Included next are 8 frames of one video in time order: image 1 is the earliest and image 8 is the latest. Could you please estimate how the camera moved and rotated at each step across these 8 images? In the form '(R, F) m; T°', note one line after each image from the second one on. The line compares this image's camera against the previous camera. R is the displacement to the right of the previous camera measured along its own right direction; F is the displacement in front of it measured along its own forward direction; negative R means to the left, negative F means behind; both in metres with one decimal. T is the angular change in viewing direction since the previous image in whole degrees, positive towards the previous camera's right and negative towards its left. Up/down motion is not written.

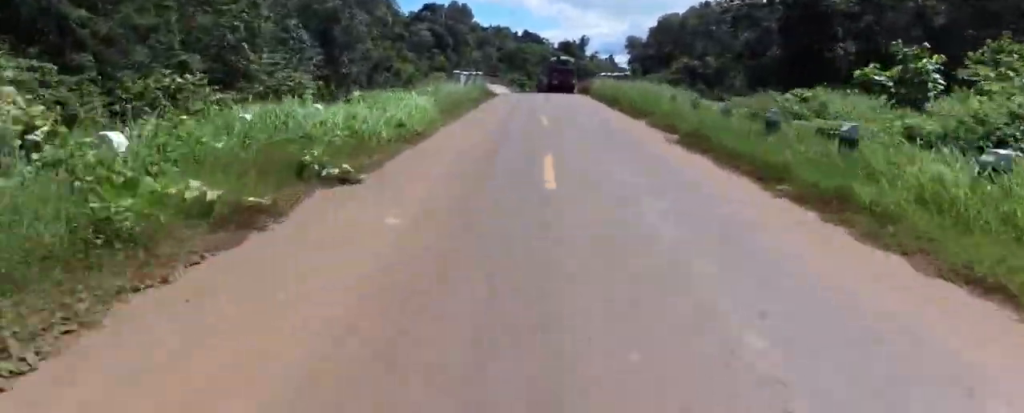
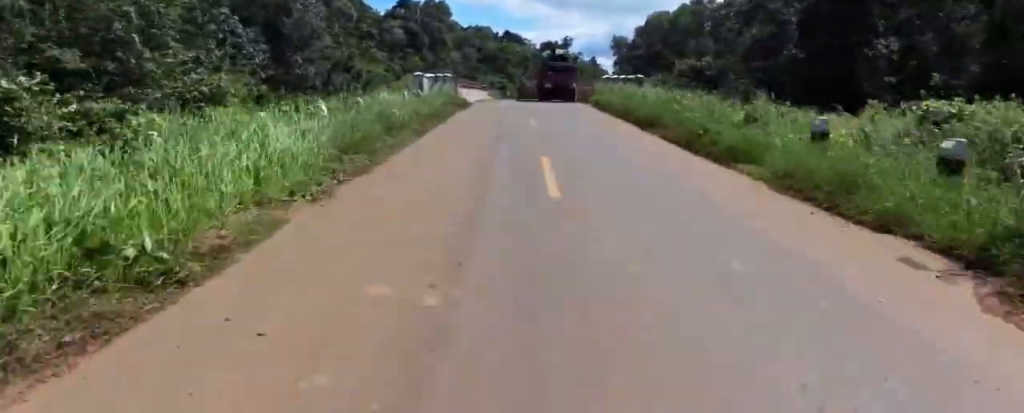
(-0.2, +7.9) m; -1°
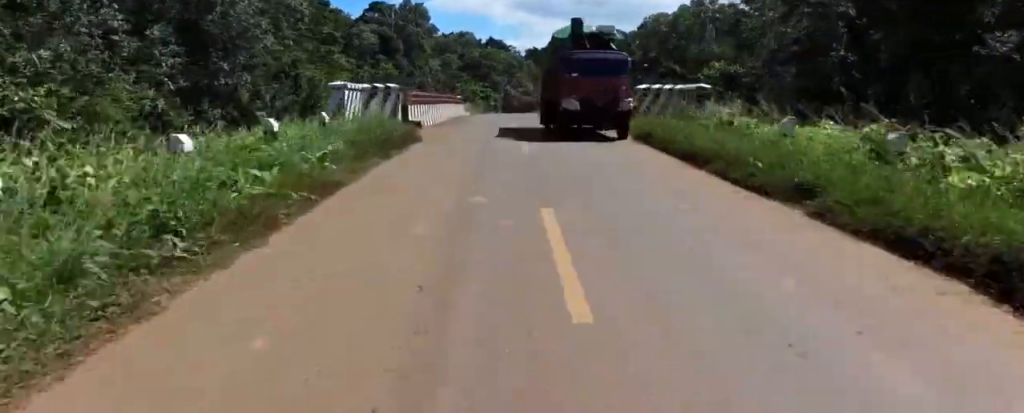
(-0.5, +11.2) m; +1°
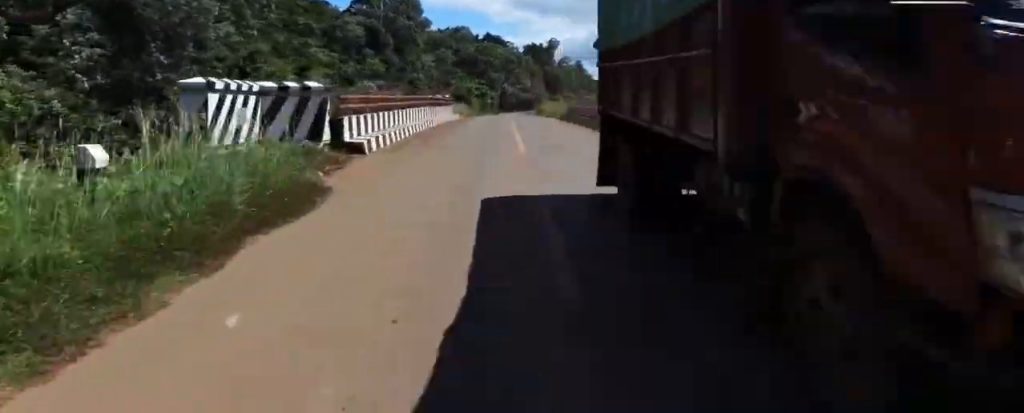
(+0.4, +7.3) m; +2°
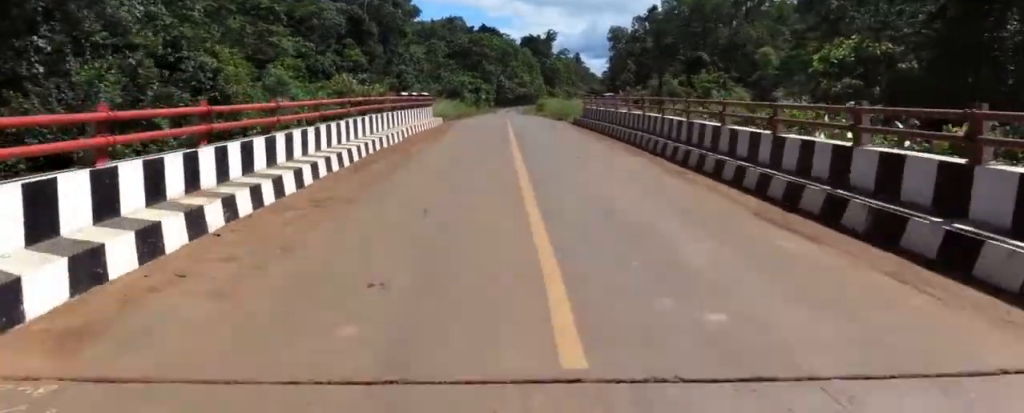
(+0.3, +9.3) m; +2°
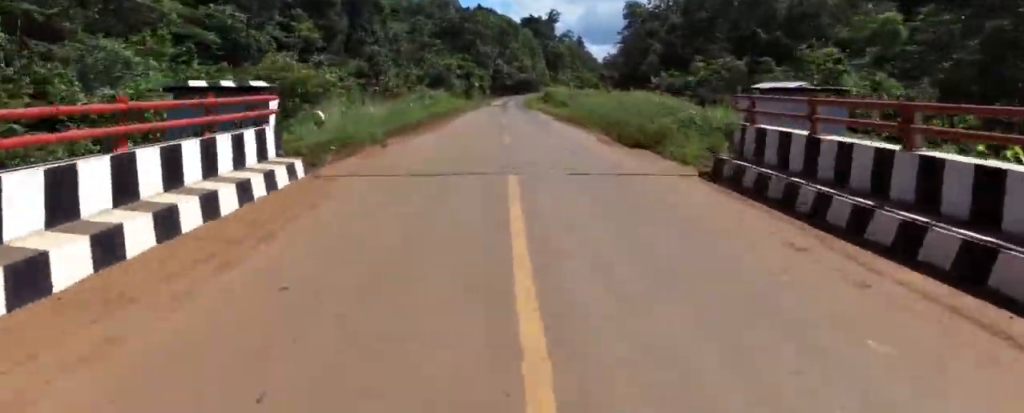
(+0.3, +18.4) m; +1°
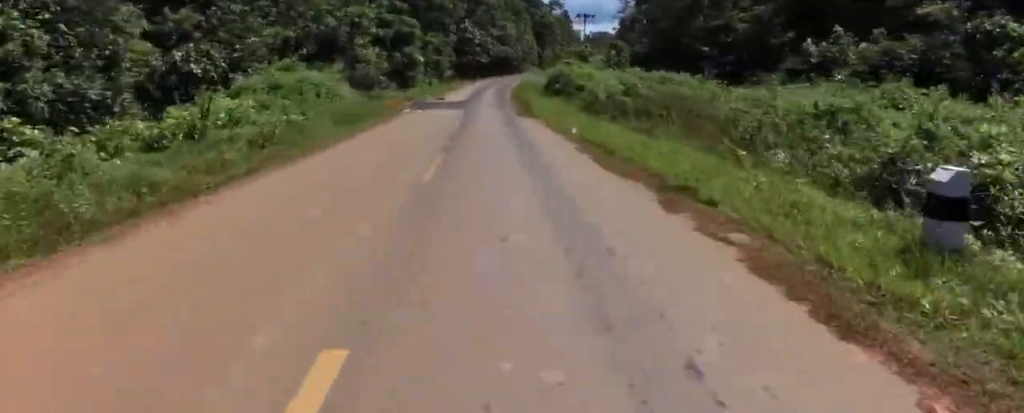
(+1.5, +36.3) m; +2°
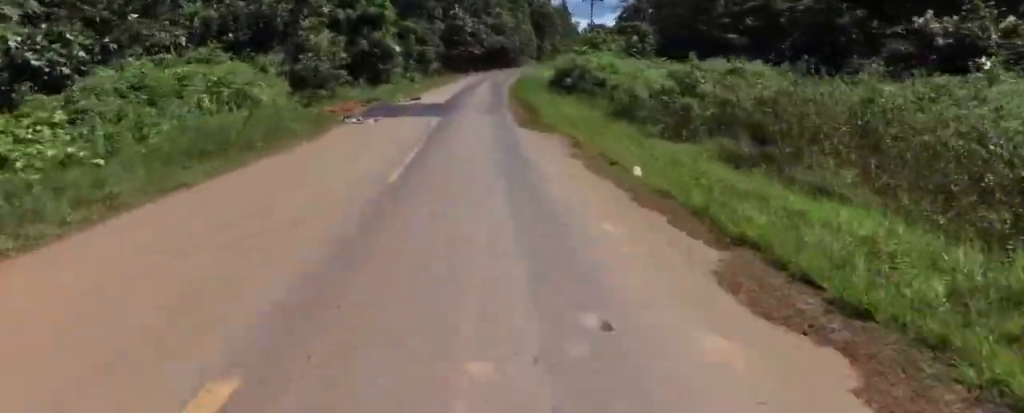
(-0.3, +8.4) m; +1°
